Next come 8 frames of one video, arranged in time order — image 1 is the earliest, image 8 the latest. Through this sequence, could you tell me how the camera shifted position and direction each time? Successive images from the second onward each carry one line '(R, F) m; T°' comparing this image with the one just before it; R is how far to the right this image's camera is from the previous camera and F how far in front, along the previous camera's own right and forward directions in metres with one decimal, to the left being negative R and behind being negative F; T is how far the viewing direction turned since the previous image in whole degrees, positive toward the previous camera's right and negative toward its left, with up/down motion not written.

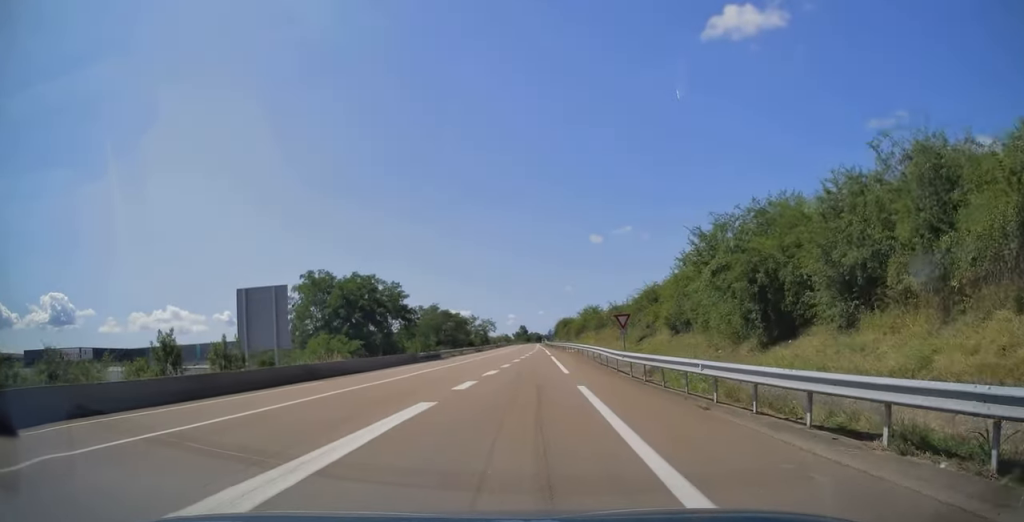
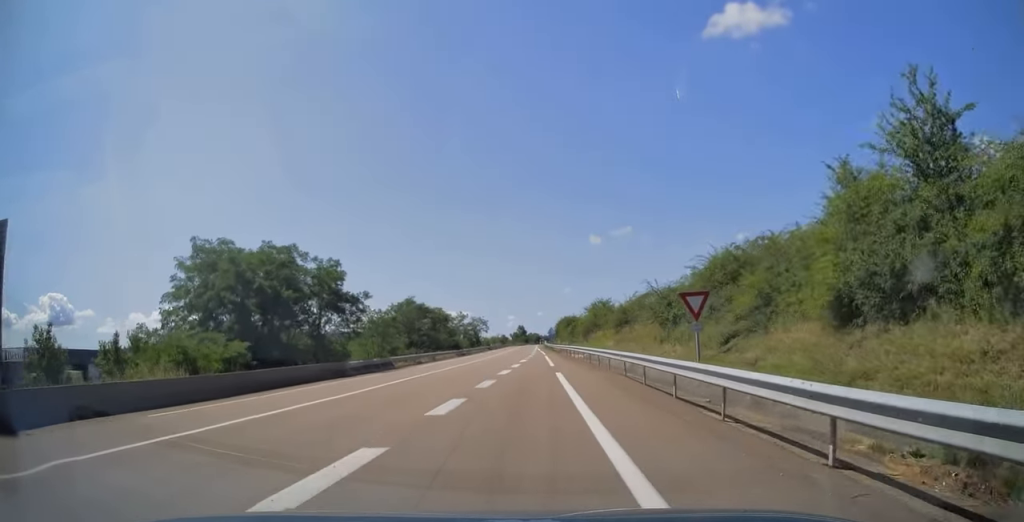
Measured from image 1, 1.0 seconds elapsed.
(+0.1, +18.4) m; 0°
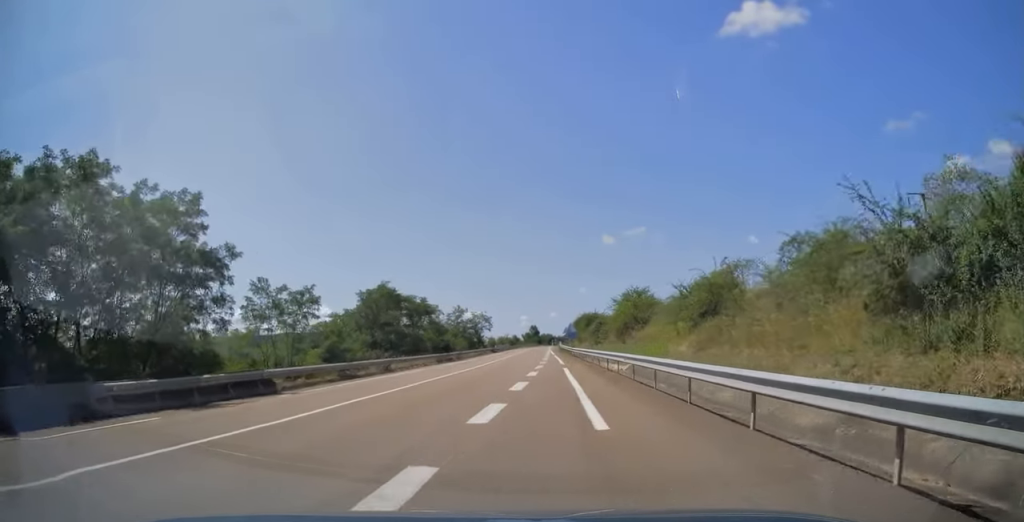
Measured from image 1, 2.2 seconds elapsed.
(-0.1, +20.6) m; -1°
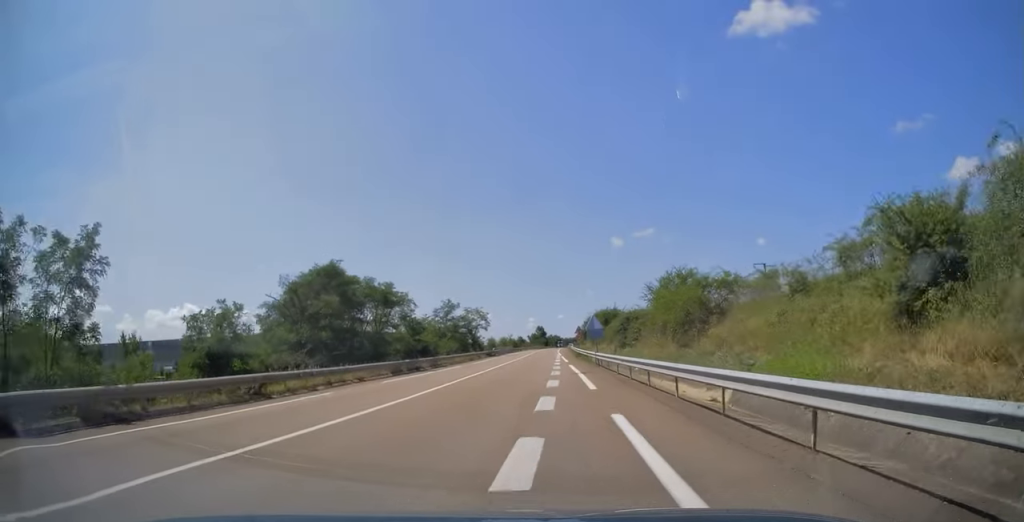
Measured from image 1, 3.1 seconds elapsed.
(-0.1, +17.7) m; -1°
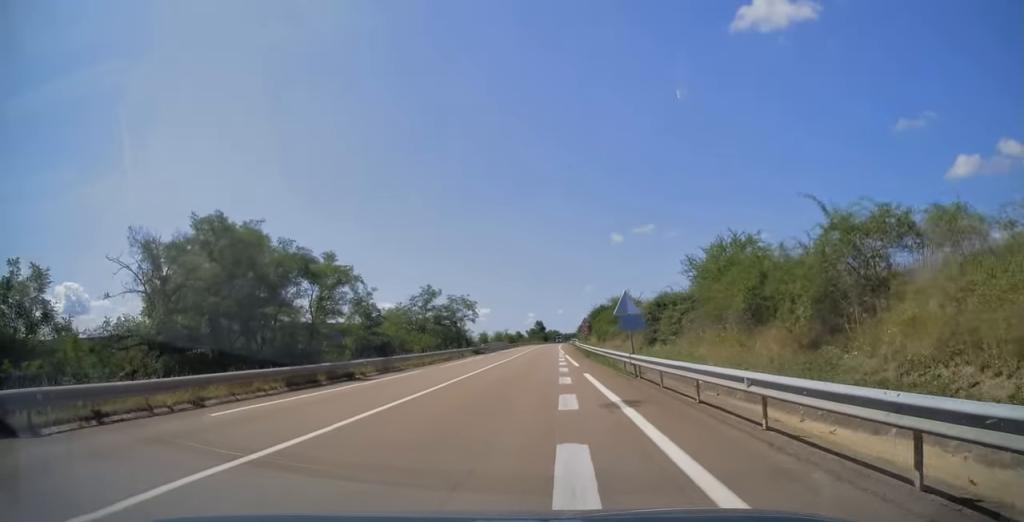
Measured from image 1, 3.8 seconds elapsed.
(-0.1, +14.3) m; 0°
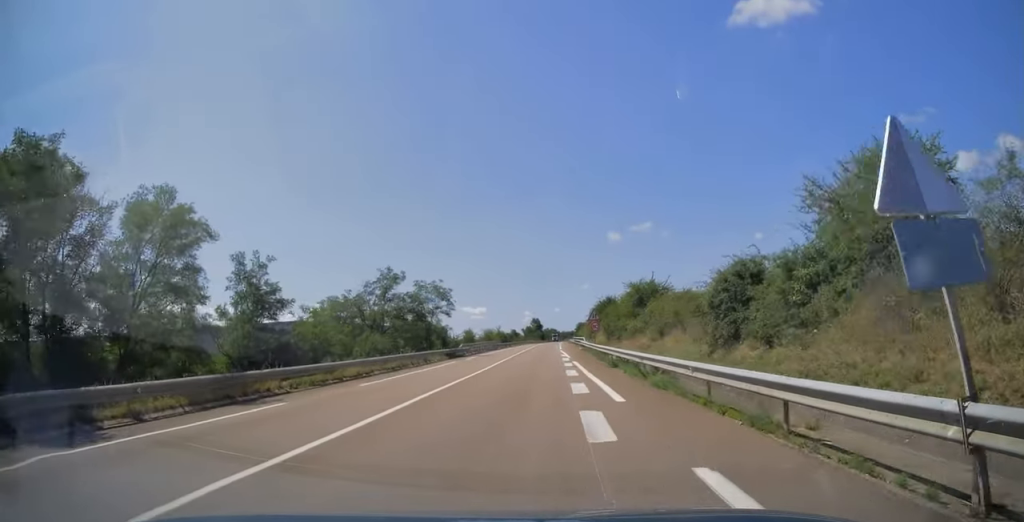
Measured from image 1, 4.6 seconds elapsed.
(0.0, +17.1) m; 0°
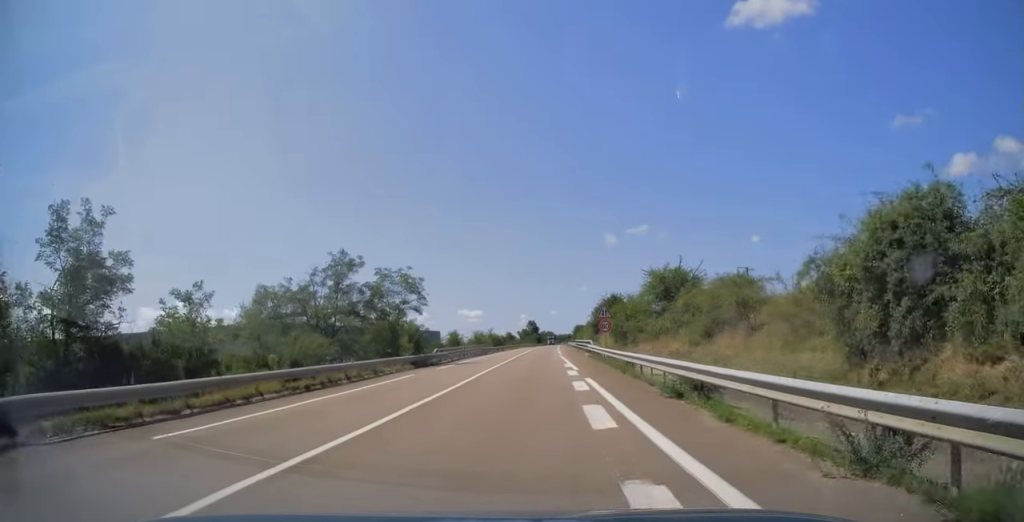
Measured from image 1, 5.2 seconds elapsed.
(0.0, +11.9) m; 0°
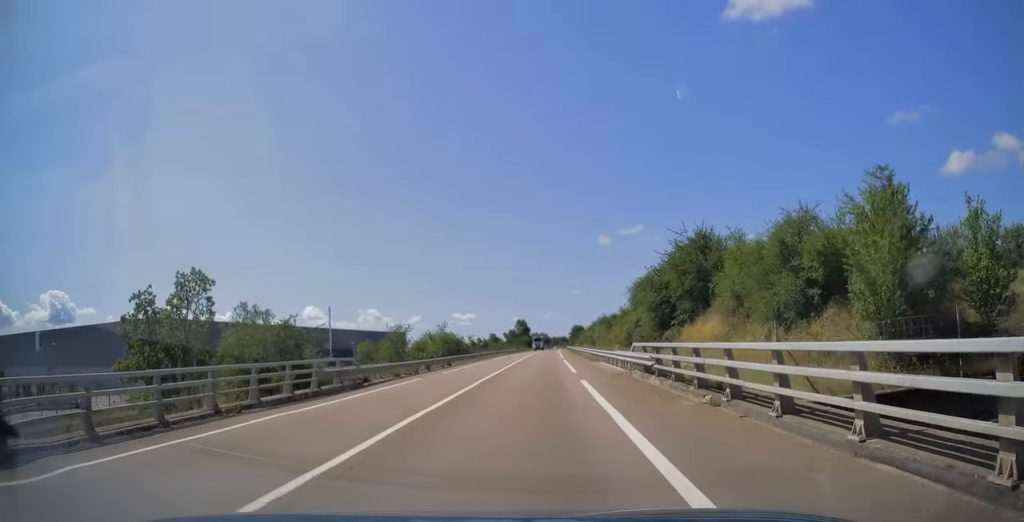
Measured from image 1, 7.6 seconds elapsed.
(+0.5, +53.5) m; +1°
